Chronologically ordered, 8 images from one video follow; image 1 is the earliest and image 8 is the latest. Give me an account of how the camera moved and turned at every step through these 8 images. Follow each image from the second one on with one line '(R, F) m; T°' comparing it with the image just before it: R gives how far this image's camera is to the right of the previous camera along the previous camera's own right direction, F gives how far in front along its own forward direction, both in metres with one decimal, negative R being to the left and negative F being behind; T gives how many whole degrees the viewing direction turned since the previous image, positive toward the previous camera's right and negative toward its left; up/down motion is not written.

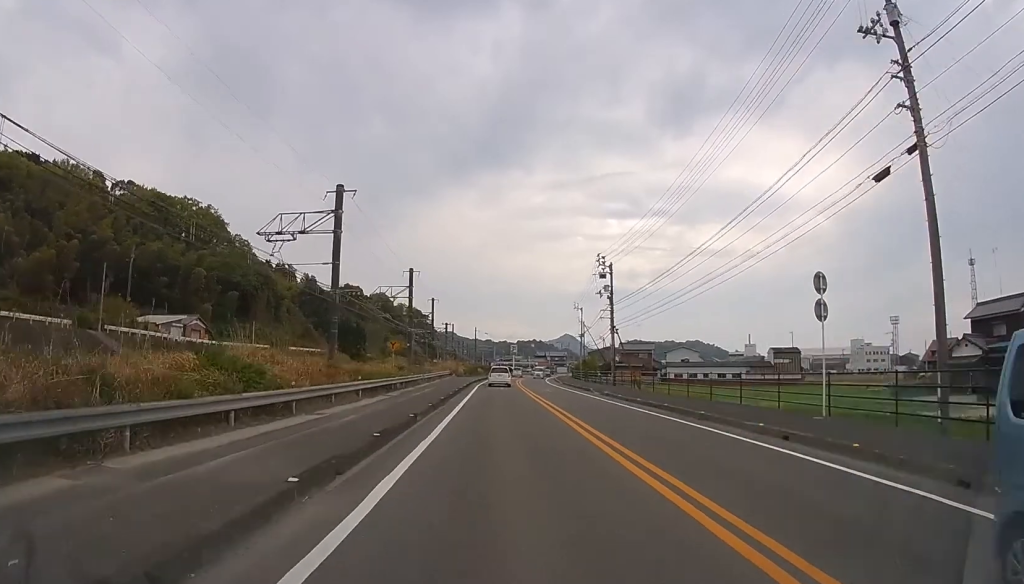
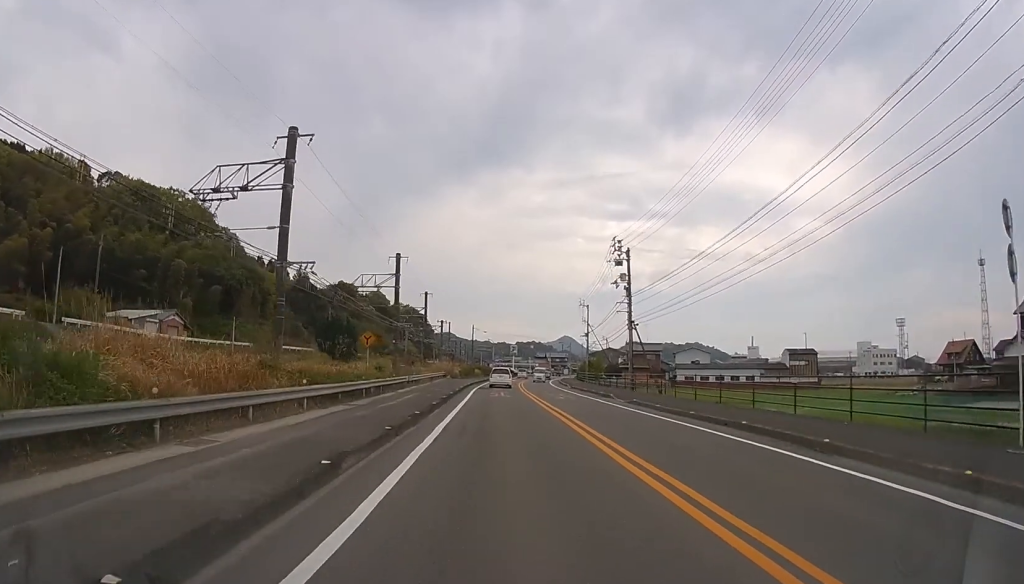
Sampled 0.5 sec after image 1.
(0.0, +7.2) m; 0°
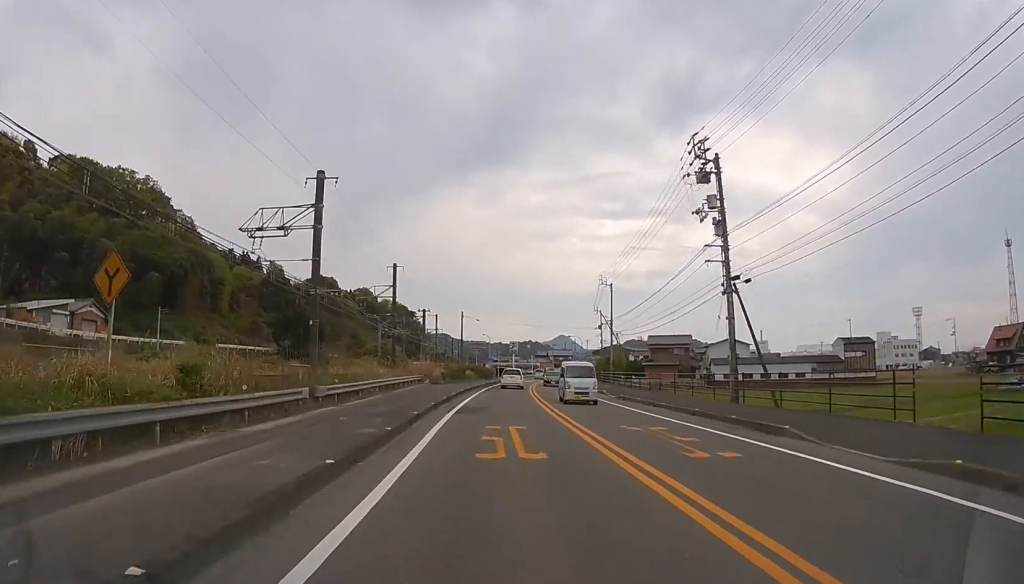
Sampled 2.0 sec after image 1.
(0.0, +19.5) m; +1°
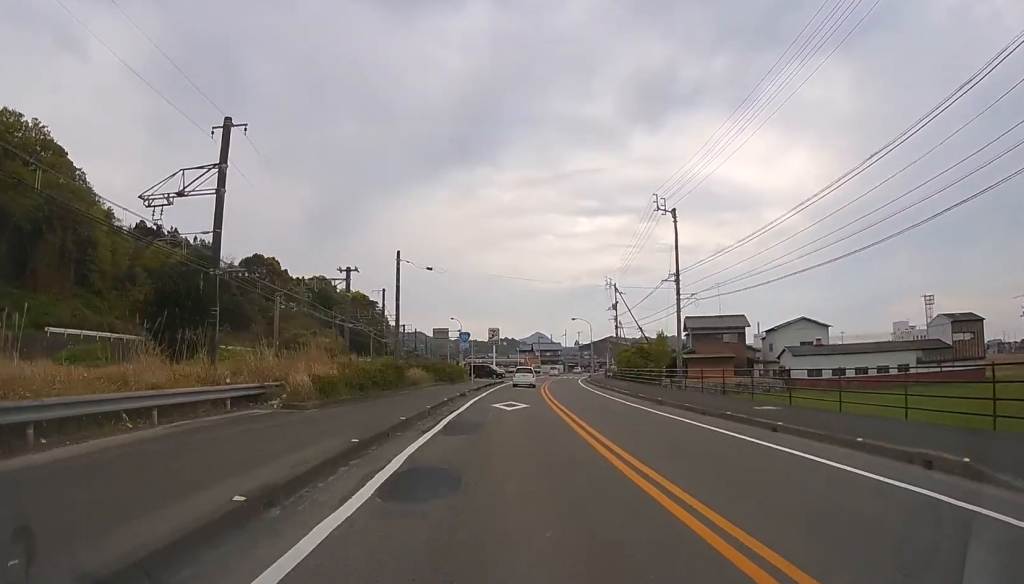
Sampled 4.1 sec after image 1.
(+0.6, +29.8) m; +3°
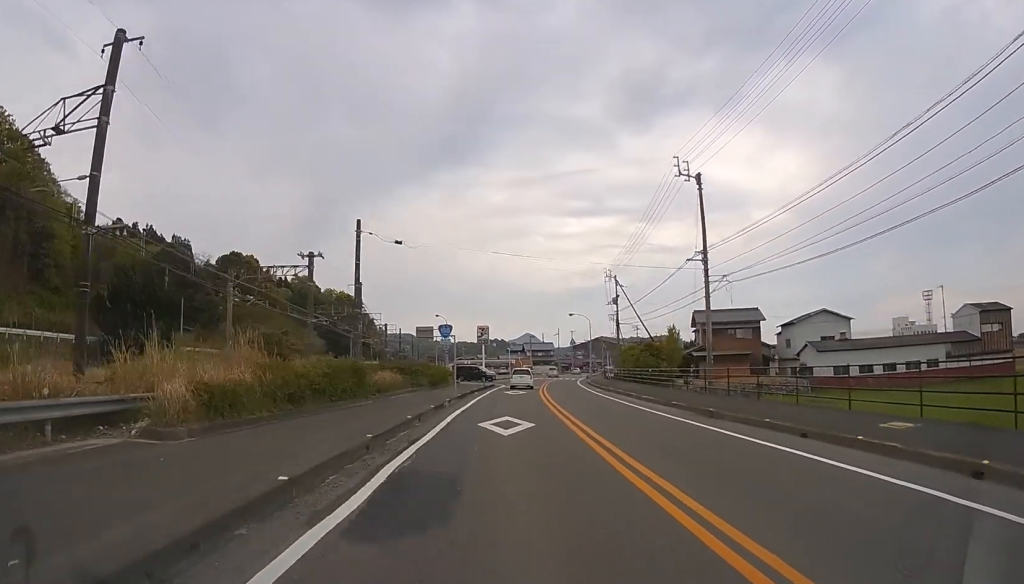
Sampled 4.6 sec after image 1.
(+0.1, +7.1) m; +1°
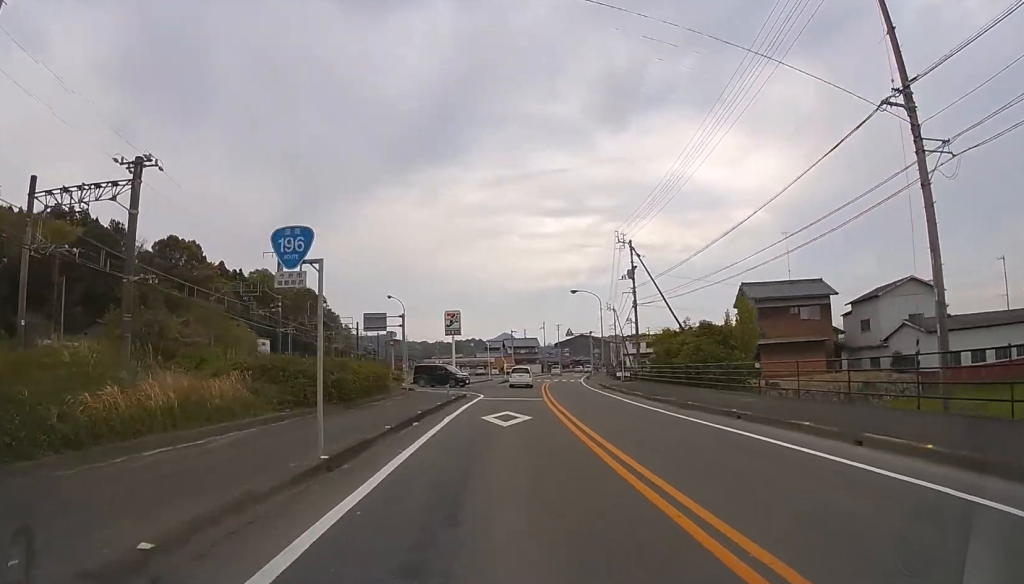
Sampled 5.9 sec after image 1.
(+0.7, +18.4) m; +3°
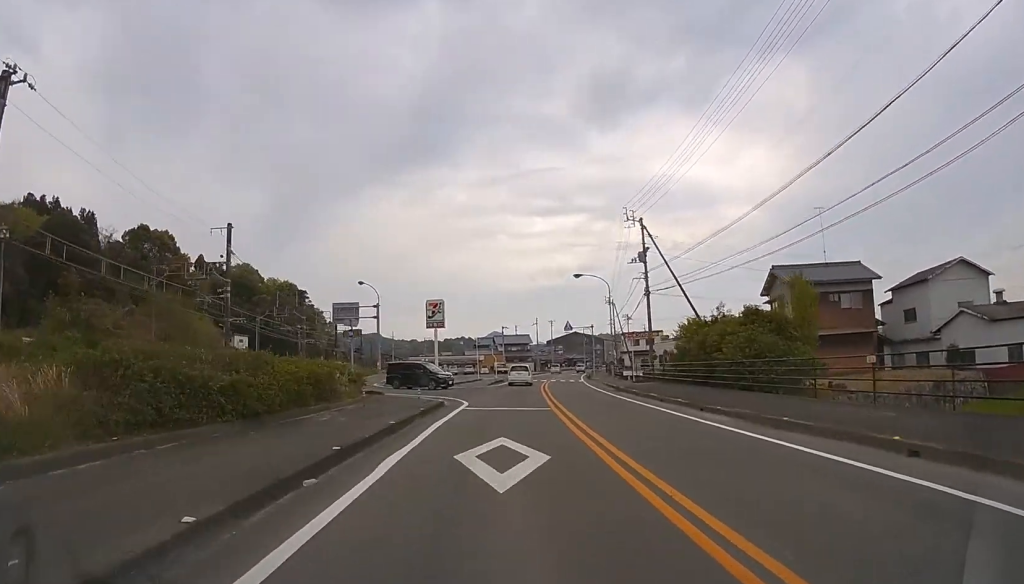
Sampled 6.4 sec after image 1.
(+0.1, +7.1) m; +1°
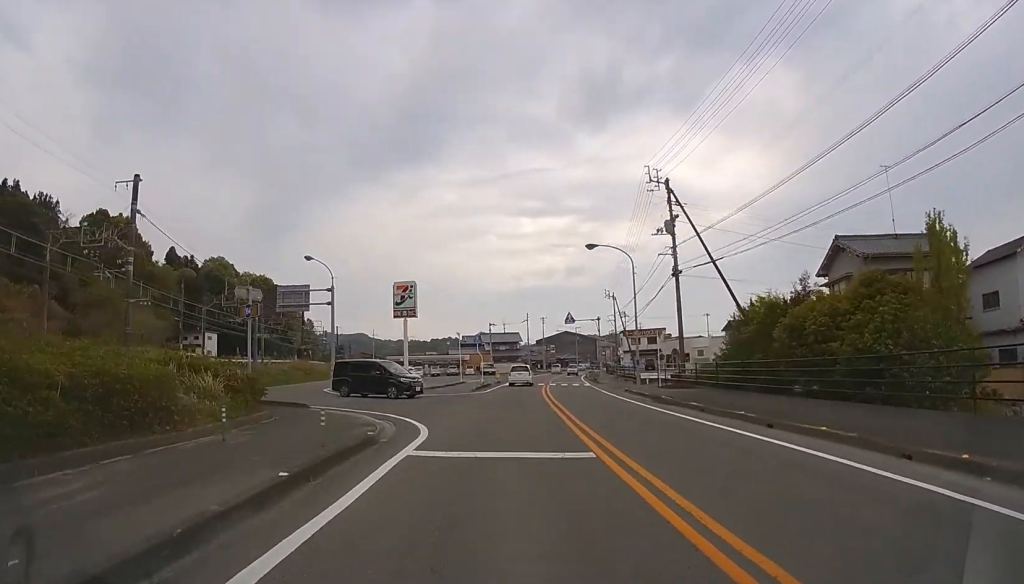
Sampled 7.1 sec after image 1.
(0.0, +9.9) m; 0°
